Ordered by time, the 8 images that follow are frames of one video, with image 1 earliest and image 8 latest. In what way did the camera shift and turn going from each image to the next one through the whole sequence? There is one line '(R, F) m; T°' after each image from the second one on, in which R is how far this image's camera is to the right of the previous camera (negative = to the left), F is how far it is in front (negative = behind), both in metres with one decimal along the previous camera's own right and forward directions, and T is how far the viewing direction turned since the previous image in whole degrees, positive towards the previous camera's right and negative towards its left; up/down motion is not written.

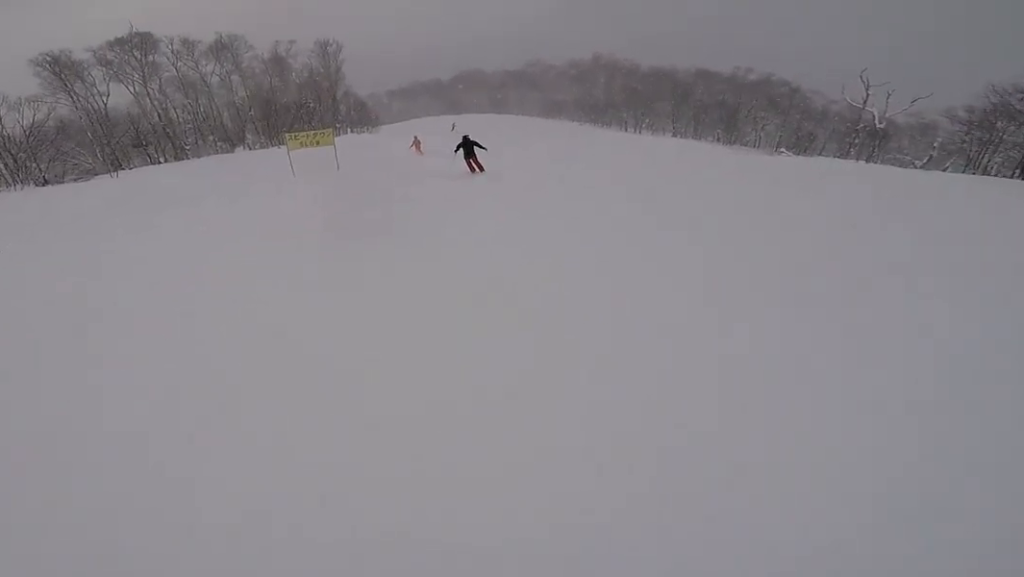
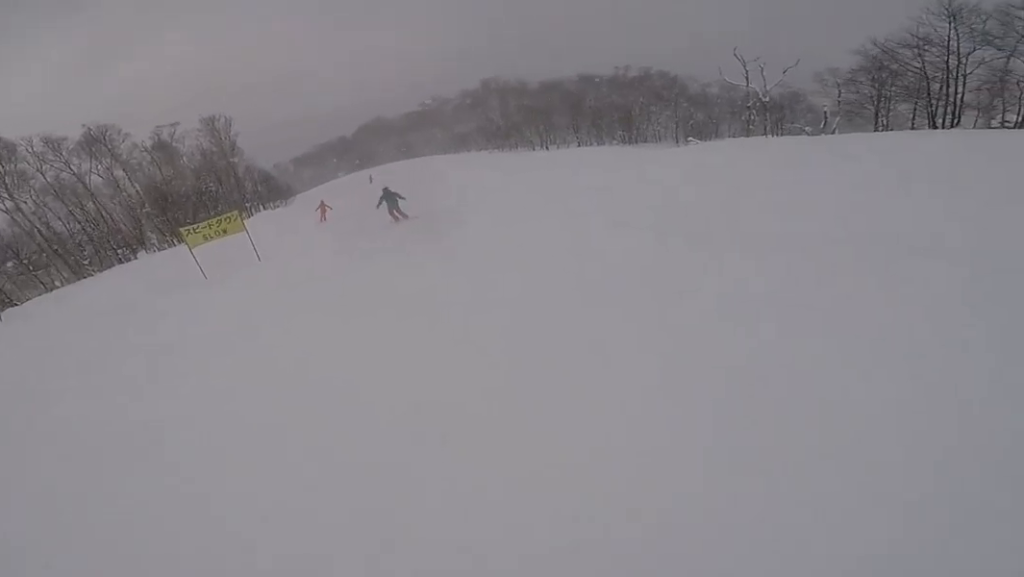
(+0.4, +3.3) m; +5°
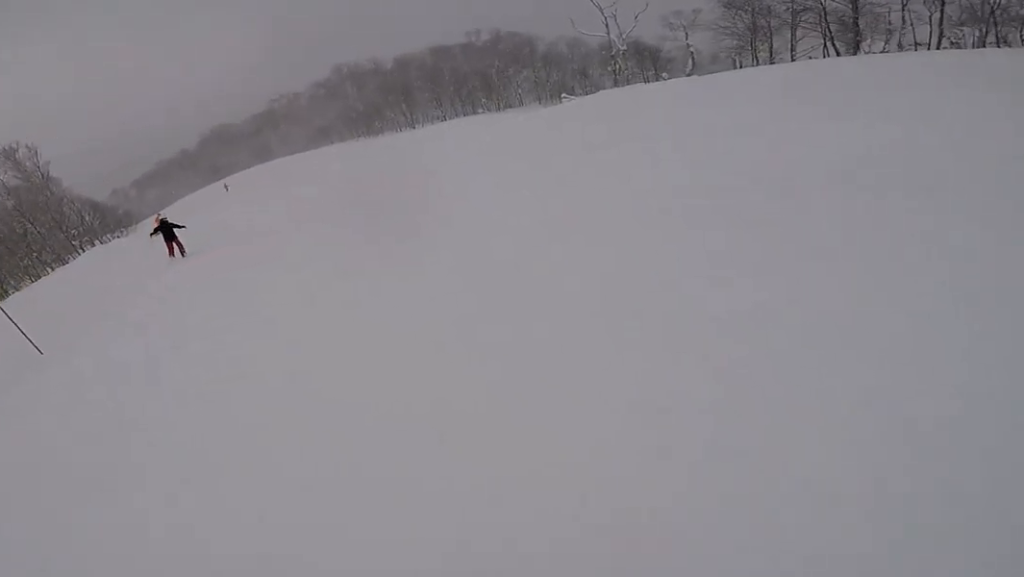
(+1.5, +6.0) m; +8°
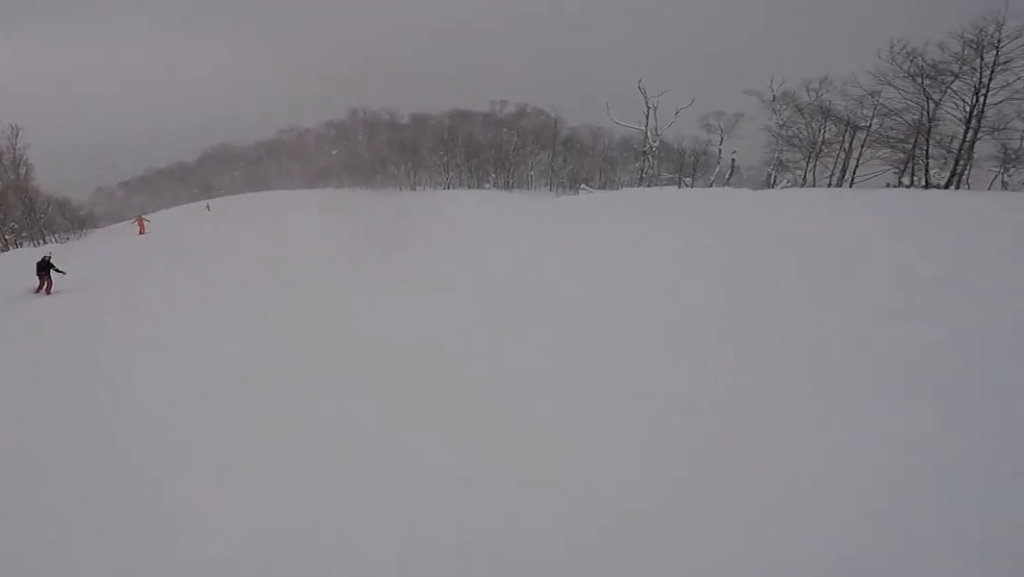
(-0.6, +5.9) m; -12°
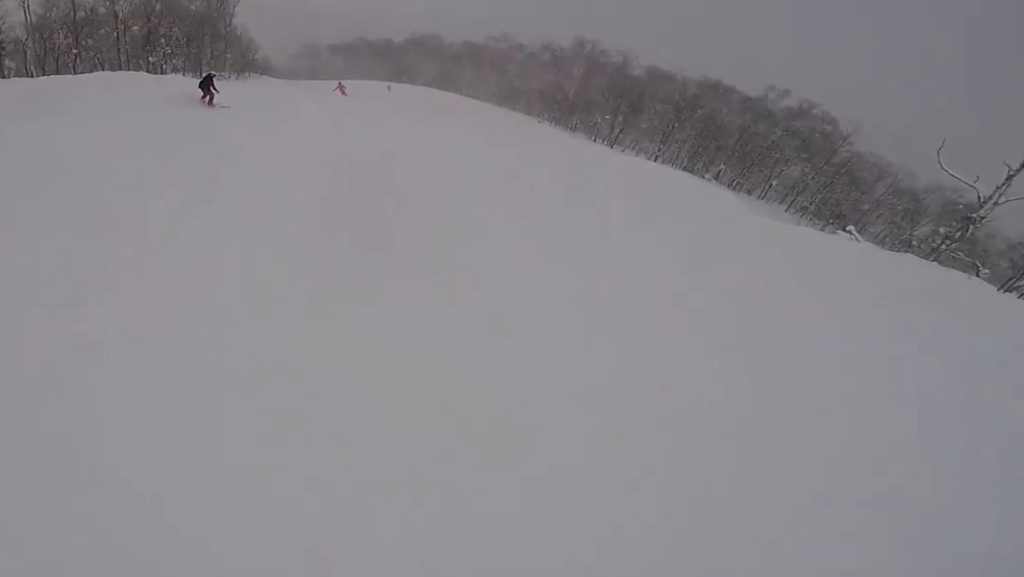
(-1.2, +8.2) m; -10°
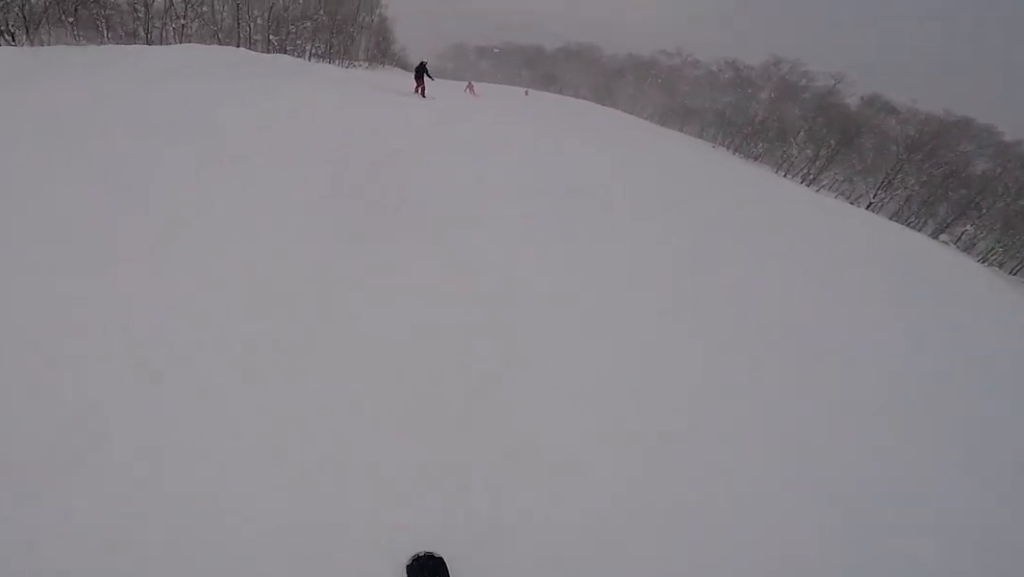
(-0.5, +7.1) m; -2°
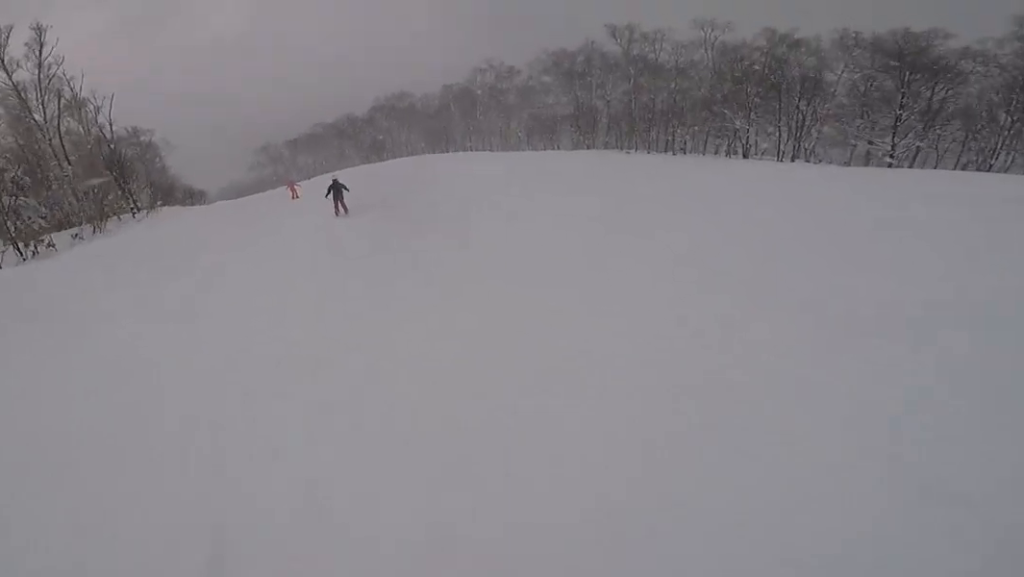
(+1.0, +22.7) m; +1°
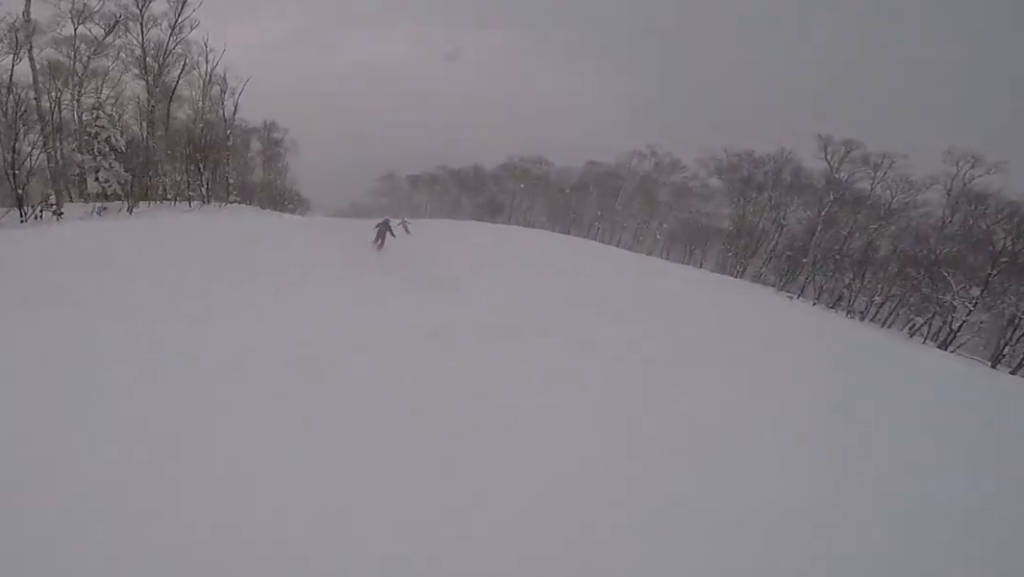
(+0.1, +5.9) m; -2°
